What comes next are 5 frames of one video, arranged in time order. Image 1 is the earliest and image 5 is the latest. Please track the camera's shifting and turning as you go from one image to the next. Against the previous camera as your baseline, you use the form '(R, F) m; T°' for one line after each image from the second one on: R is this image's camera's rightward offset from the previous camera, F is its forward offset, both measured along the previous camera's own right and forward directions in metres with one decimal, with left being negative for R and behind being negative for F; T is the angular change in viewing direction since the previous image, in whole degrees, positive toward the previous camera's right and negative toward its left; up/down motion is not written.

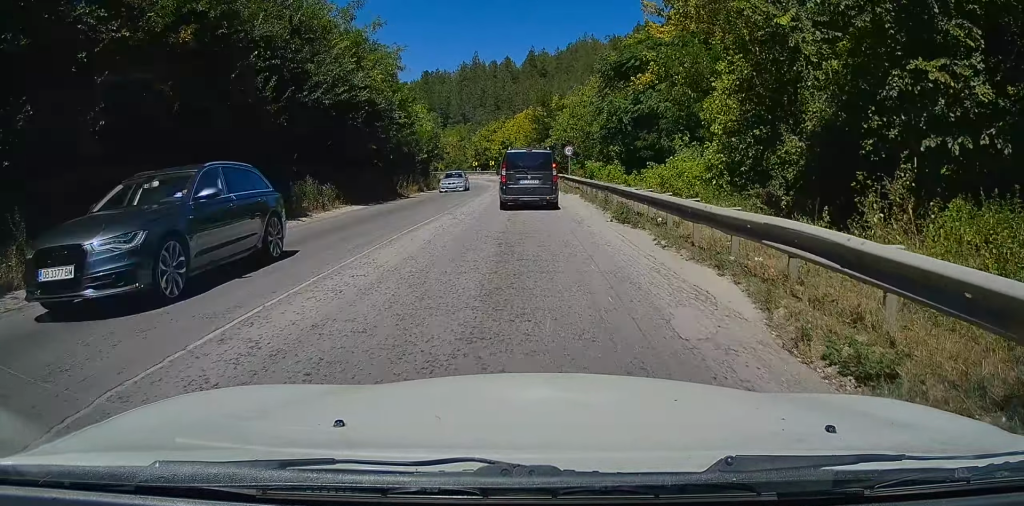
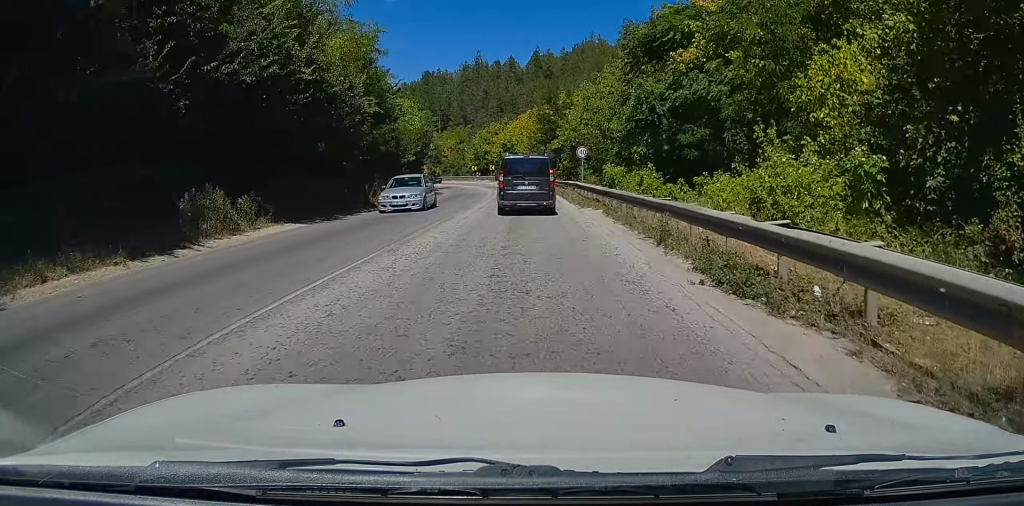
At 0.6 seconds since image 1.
(0.0, +8.1) m; -1°
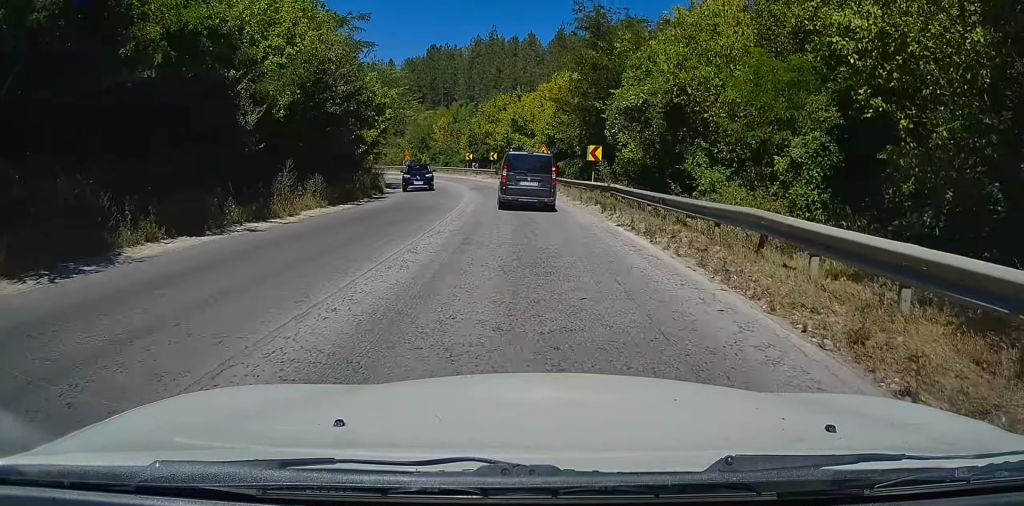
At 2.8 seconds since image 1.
(-0.7, +32.0) m; -2°
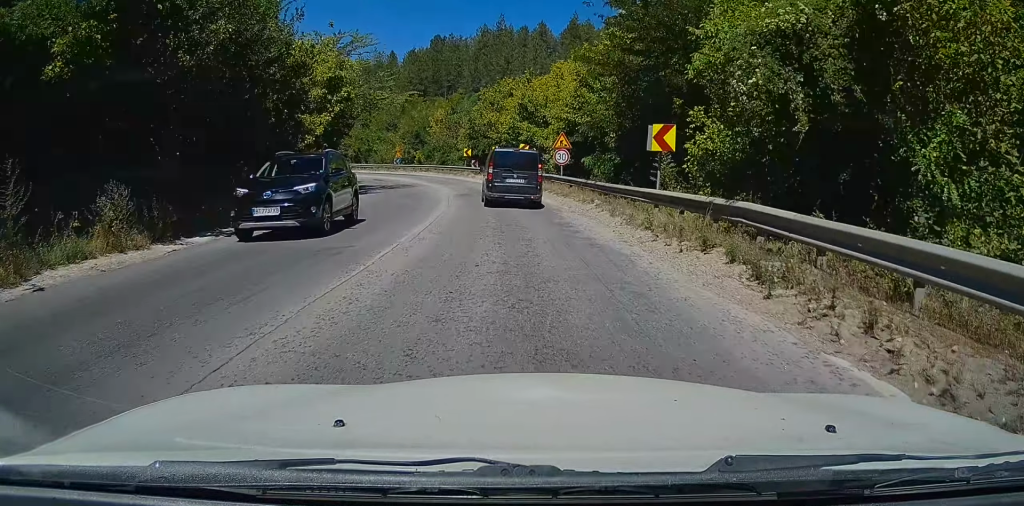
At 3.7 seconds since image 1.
(-0.1, +12.1) m; -1°
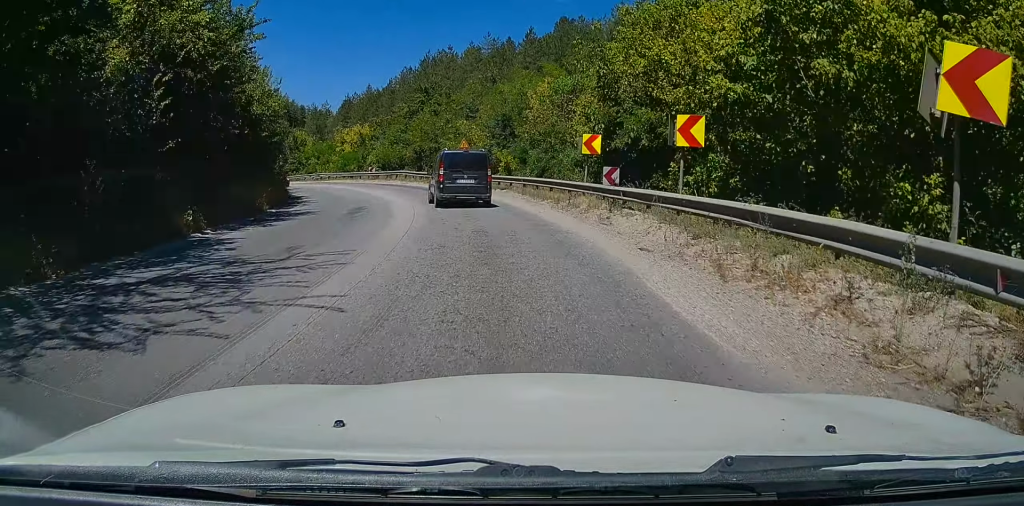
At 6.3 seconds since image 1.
(-2.2, +32.0) m; -12°
